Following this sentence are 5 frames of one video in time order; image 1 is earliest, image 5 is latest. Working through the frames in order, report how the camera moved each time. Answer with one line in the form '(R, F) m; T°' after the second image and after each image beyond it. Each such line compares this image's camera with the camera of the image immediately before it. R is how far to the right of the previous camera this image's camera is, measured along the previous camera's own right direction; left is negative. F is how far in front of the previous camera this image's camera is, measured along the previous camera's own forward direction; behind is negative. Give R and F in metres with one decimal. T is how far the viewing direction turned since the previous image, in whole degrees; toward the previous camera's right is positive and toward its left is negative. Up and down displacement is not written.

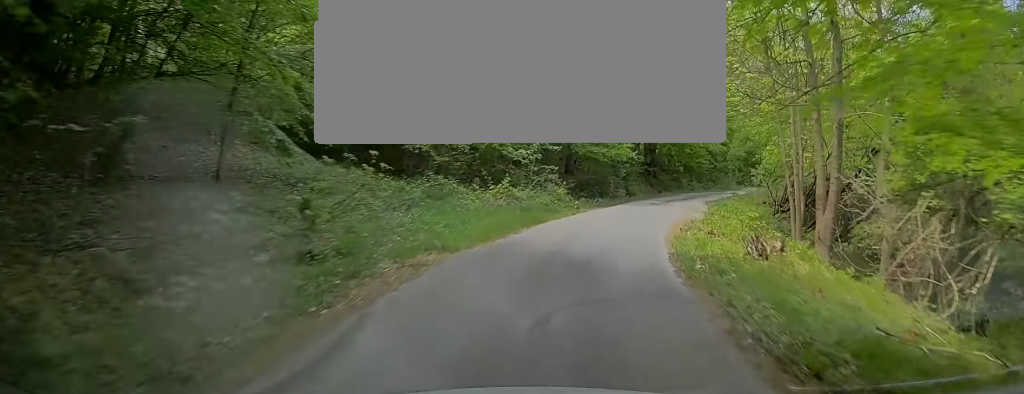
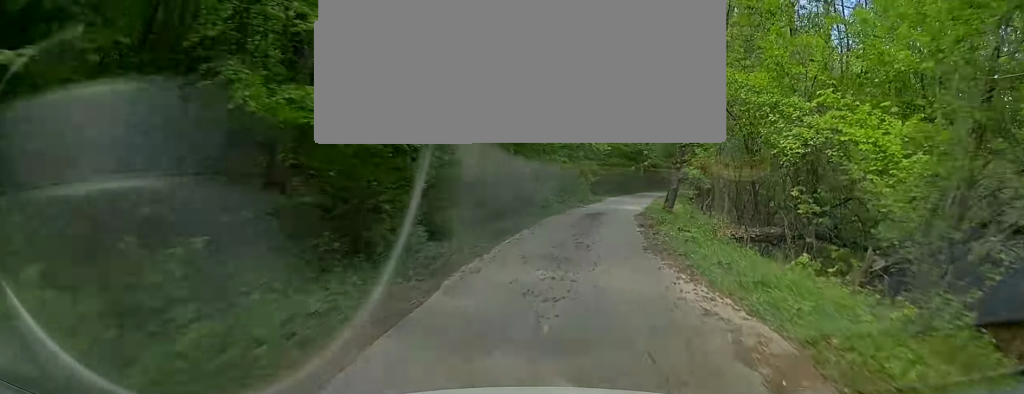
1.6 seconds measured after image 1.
(-0.1, +18.4) m; +2°
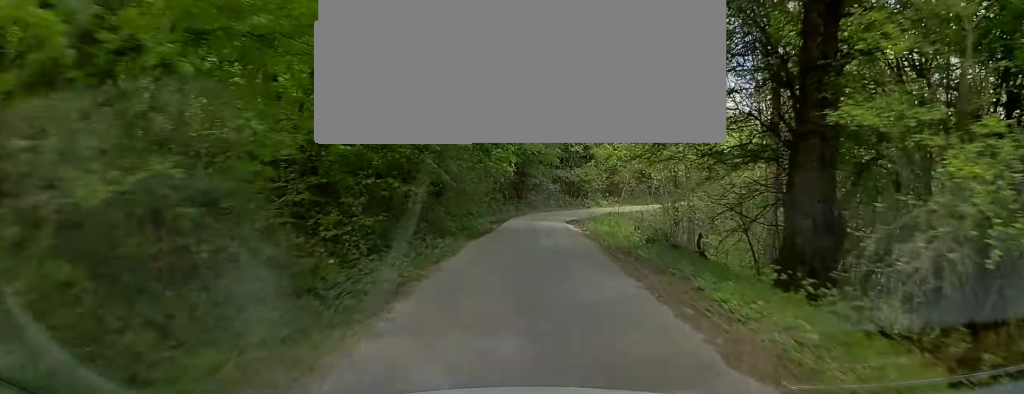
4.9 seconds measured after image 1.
(+9.4, +36.4) m; +24°
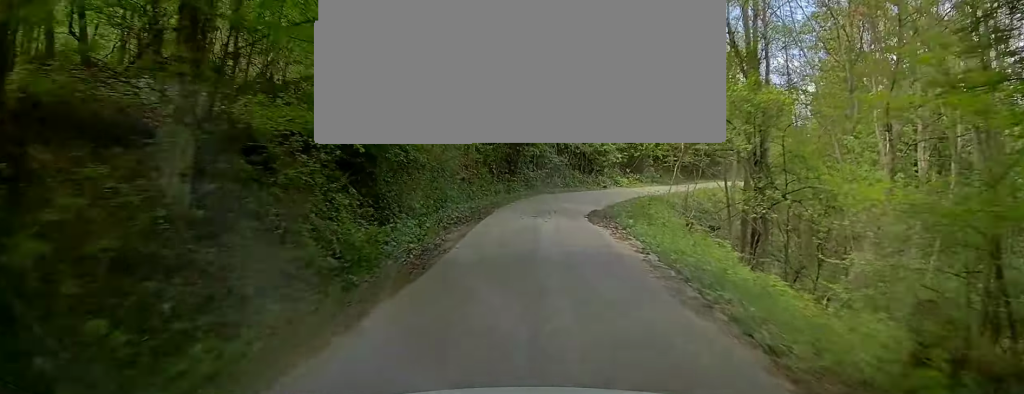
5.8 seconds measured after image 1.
(-0.4, +12.0) m; 0°
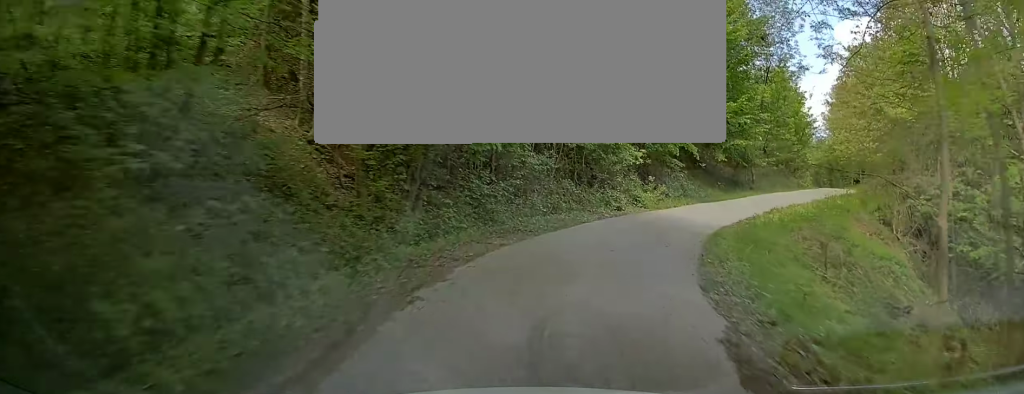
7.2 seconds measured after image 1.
(+0.6, +16.2) m; +6°
